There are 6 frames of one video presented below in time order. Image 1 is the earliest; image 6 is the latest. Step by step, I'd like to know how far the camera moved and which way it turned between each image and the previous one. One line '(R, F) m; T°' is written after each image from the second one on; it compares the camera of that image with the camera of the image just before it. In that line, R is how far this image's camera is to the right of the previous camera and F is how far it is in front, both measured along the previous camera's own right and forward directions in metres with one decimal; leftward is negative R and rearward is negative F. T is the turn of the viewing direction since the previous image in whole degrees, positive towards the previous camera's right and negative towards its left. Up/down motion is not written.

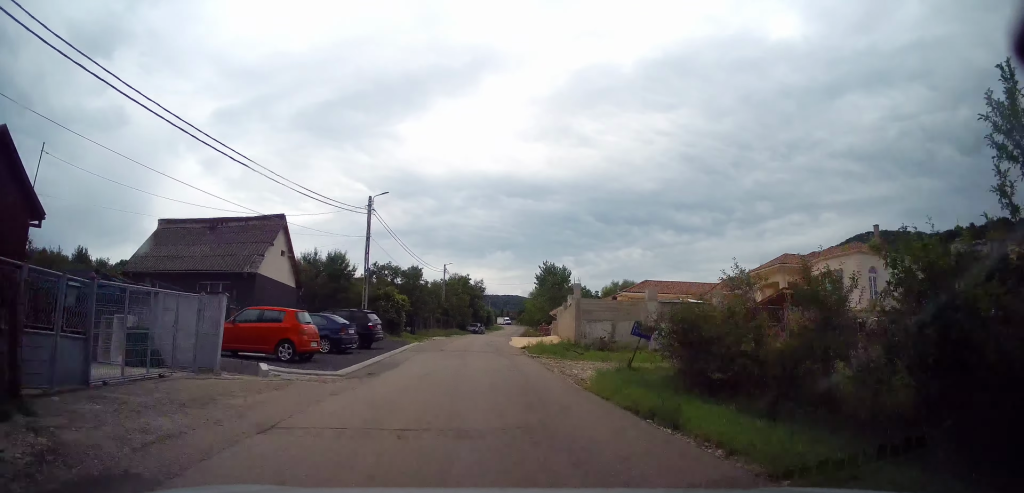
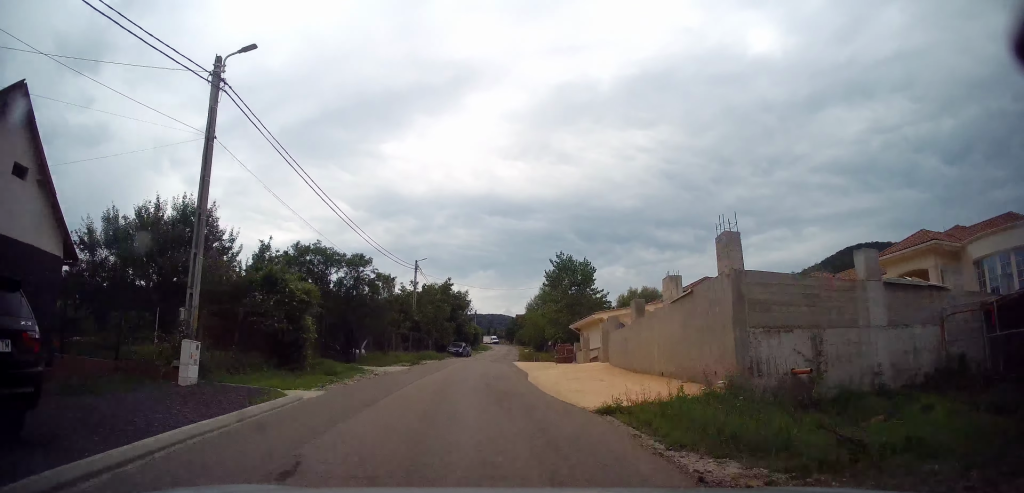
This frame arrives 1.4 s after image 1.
(+0.8, +21.7) m; +5°
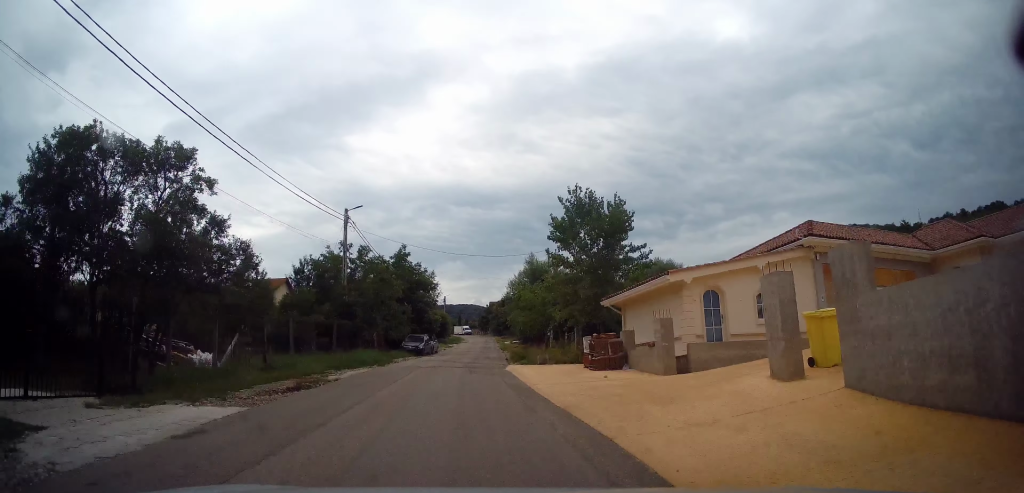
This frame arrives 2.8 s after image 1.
(+0.3, +18.0) m; 0°
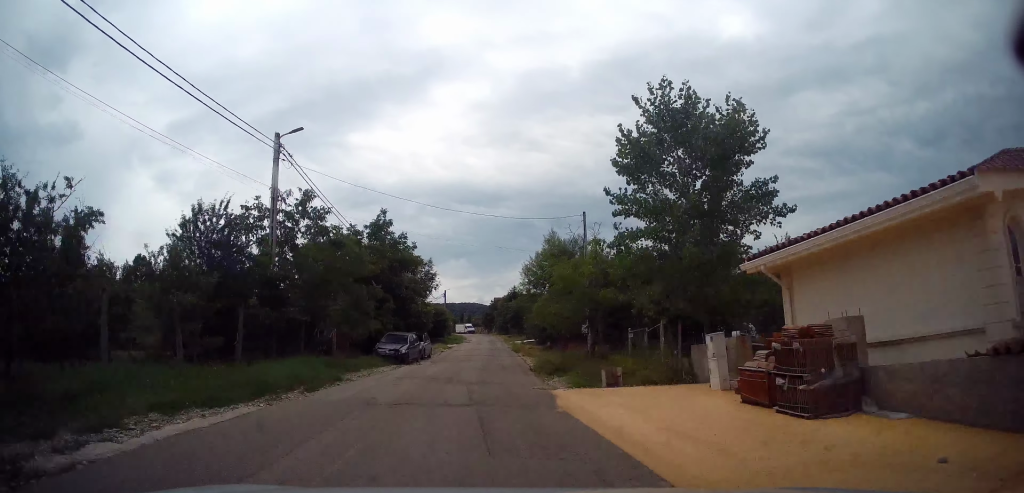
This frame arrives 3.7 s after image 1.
(-0.2, +11.8) m; +1°
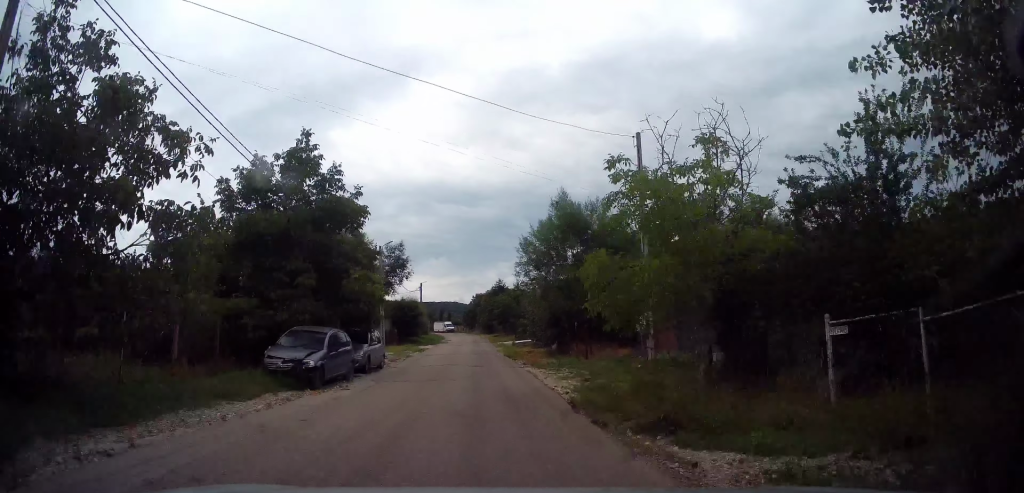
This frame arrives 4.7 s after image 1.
(+0.4, +12.4) m; +3°
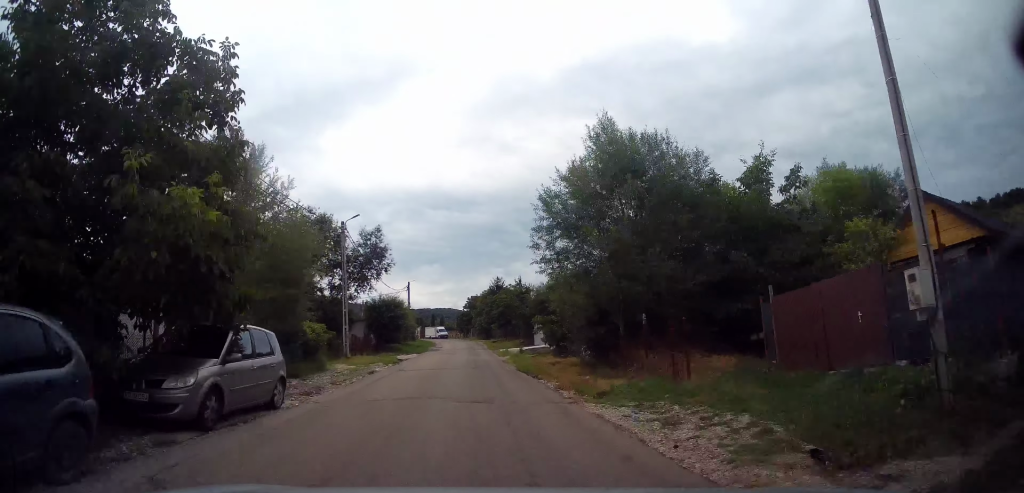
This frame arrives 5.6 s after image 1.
(+0.2, +11.5) m; 0°
